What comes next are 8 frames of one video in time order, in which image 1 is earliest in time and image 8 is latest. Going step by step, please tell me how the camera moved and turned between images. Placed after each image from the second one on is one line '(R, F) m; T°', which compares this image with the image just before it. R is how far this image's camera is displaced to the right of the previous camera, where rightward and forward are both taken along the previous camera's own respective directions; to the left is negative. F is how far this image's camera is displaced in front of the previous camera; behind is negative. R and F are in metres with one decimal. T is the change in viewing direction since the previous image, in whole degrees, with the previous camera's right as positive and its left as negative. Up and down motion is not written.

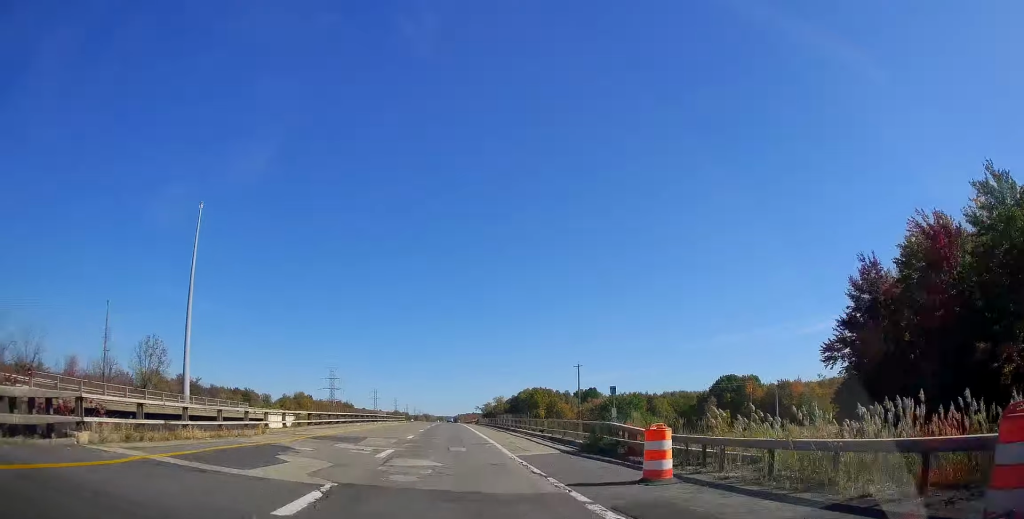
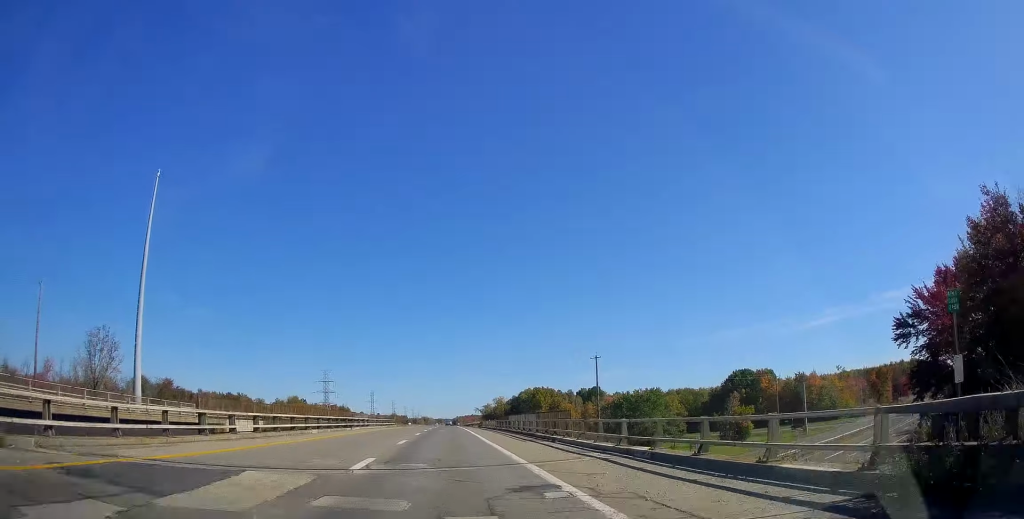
(-0.5, +14.6) m; -1°
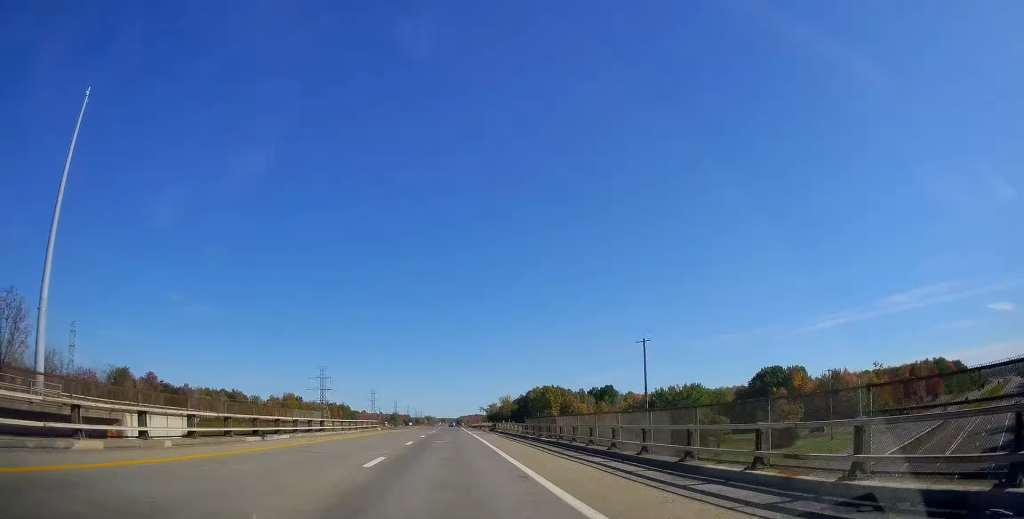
(+0.2, +21.4) m; 0°
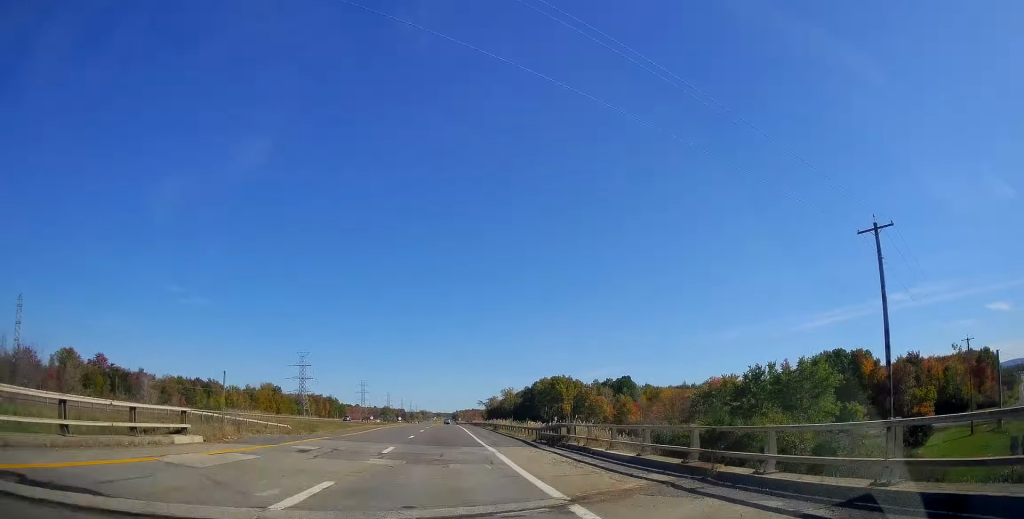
(+0.3, +42.9) m; 0°
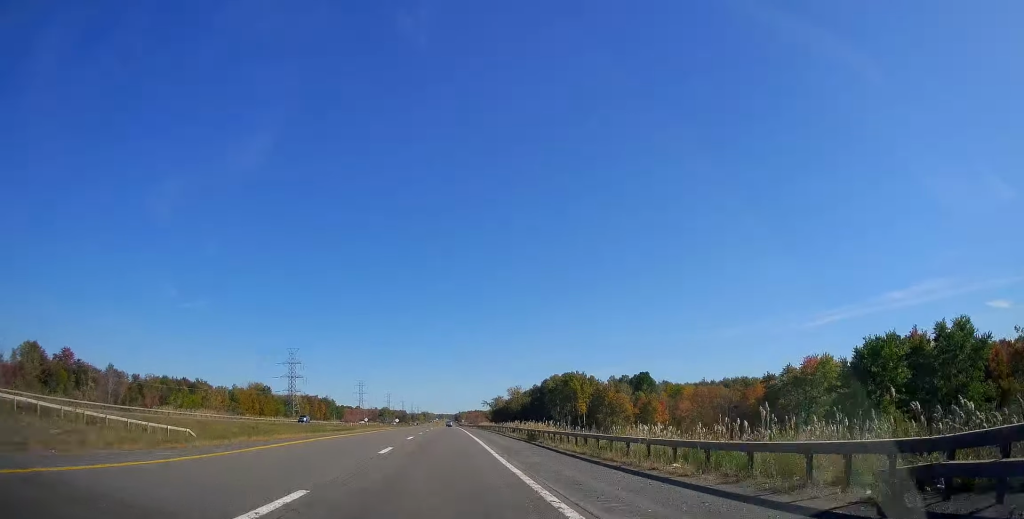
(0.0, +26.3) m; 0°
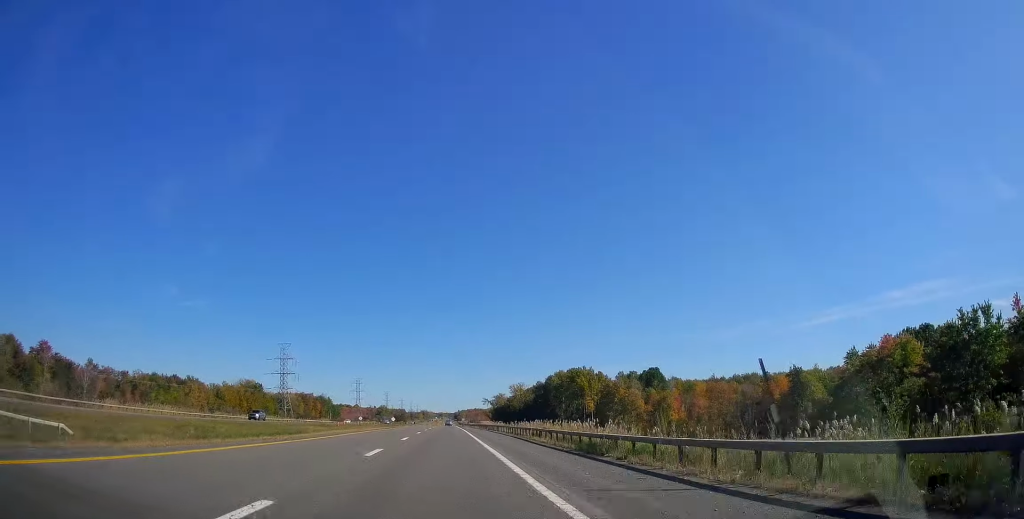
(+0.1, +14.6) m; 0°
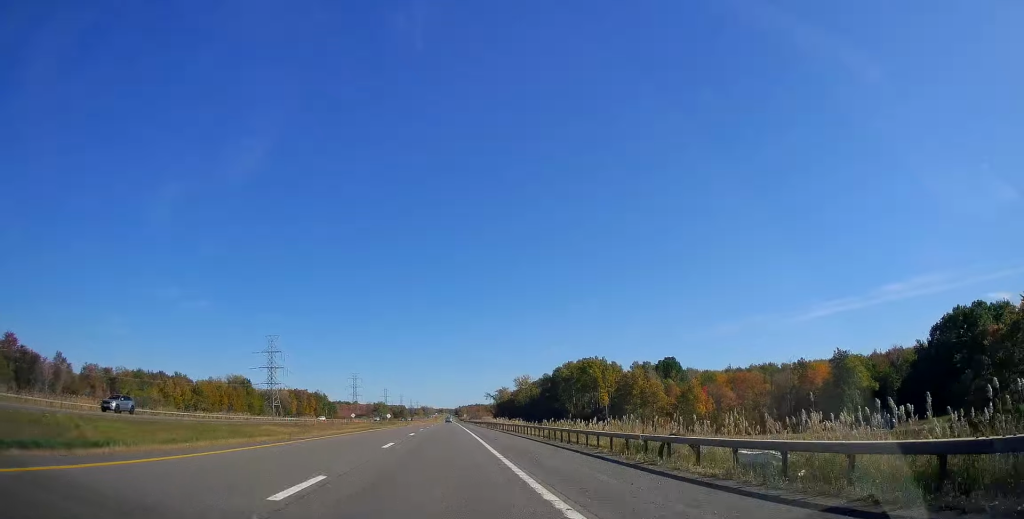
(+0.1, +20.5) m; 0°
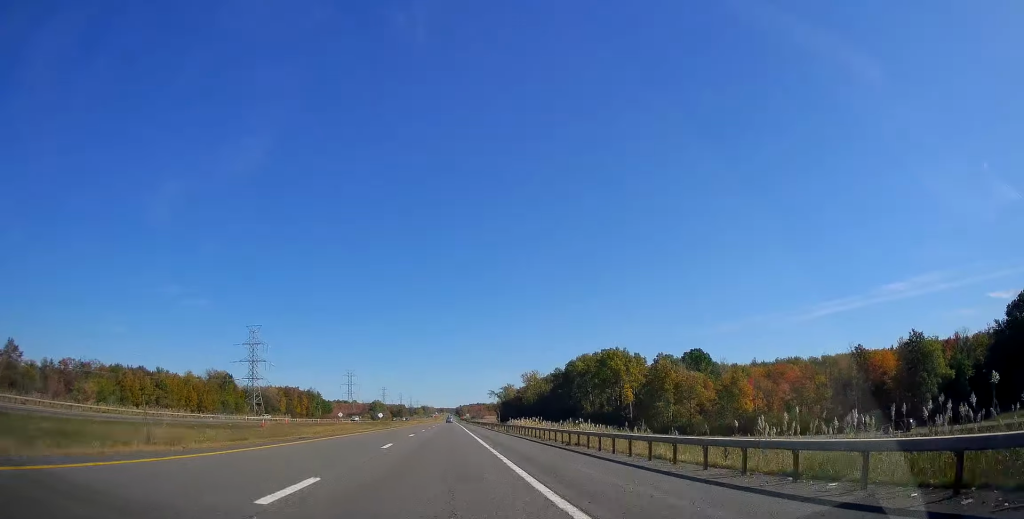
(+0.3, +27.6) m; -1°
